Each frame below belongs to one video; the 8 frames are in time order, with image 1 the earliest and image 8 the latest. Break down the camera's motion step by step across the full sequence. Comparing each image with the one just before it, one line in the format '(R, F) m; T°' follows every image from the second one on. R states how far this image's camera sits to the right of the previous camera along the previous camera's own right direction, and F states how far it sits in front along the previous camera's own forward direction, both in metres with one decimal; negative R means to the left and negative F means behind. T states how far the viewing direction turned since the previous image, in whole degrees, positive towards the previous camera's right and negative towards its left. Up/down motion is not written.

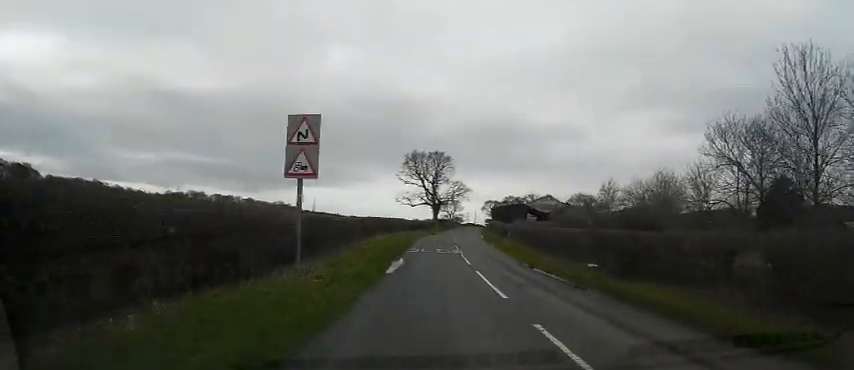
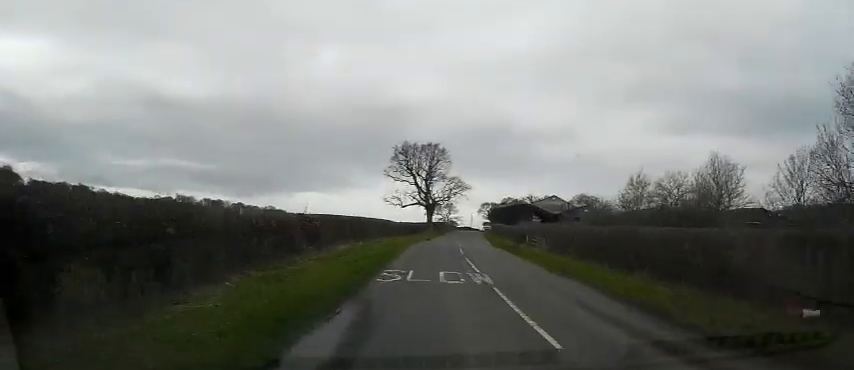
(+0.2, +13.9) m; +1°
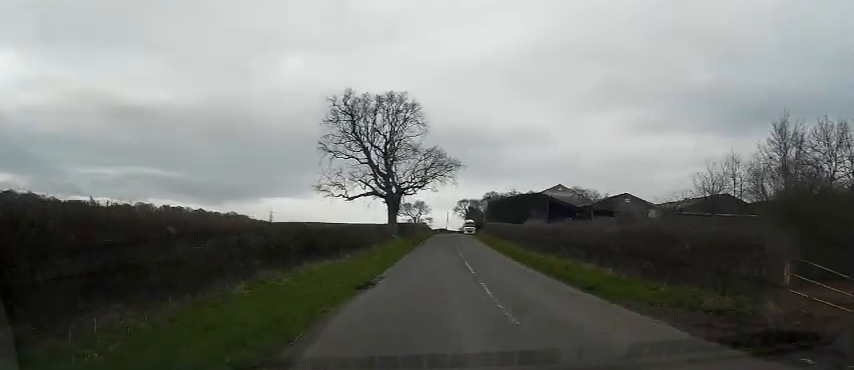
(+0.6, +33.4) m; +3°
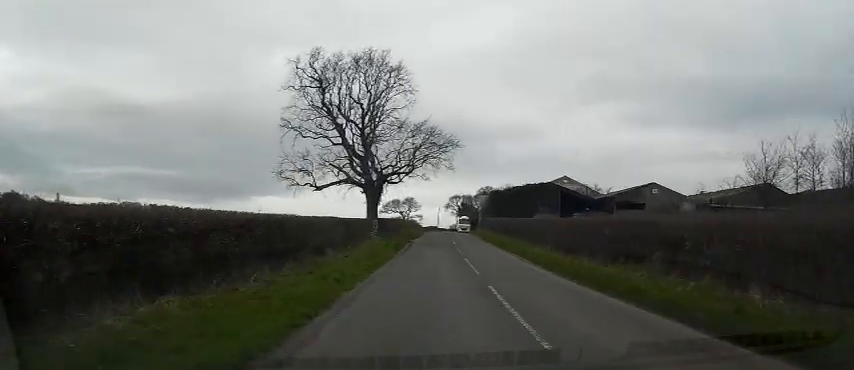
(+0.1, +10.9) m; +1°
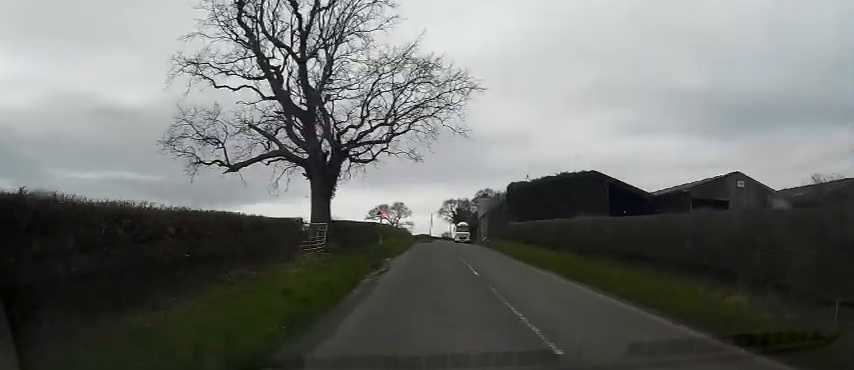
(+0.2, +17.7) m; +1°
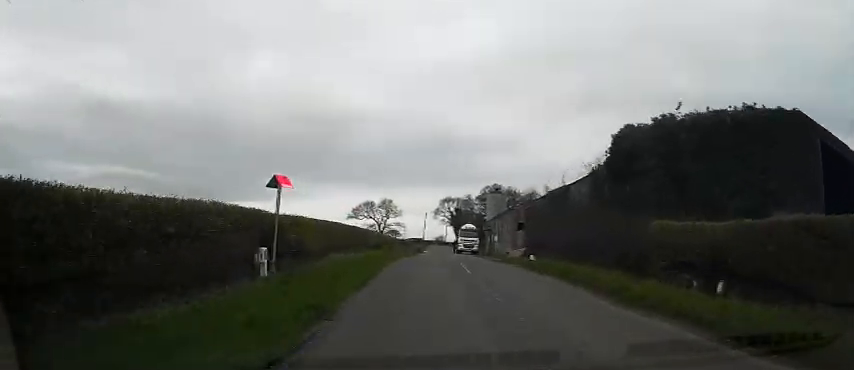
(+0.5, +24.6) m; 0°
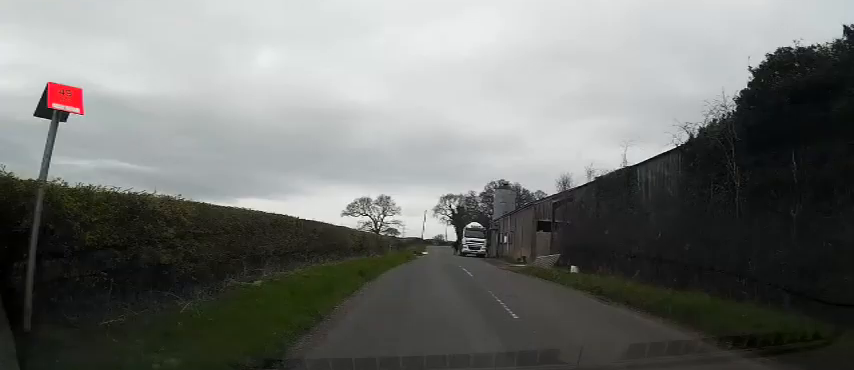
(-0.2, +8.0) m; 0°
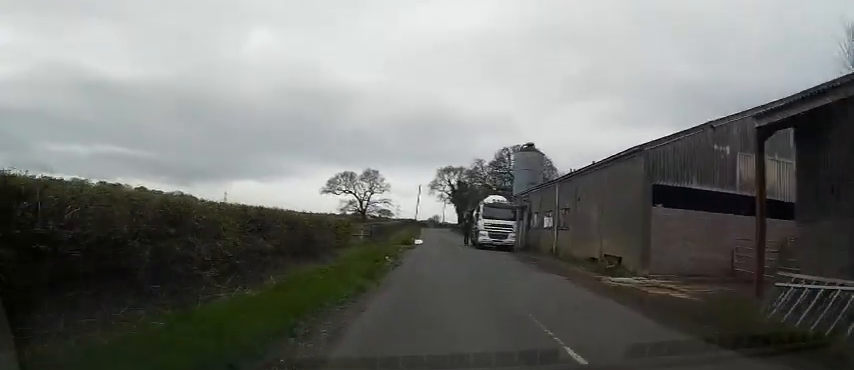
(0.0, +19.9) m; 0°
